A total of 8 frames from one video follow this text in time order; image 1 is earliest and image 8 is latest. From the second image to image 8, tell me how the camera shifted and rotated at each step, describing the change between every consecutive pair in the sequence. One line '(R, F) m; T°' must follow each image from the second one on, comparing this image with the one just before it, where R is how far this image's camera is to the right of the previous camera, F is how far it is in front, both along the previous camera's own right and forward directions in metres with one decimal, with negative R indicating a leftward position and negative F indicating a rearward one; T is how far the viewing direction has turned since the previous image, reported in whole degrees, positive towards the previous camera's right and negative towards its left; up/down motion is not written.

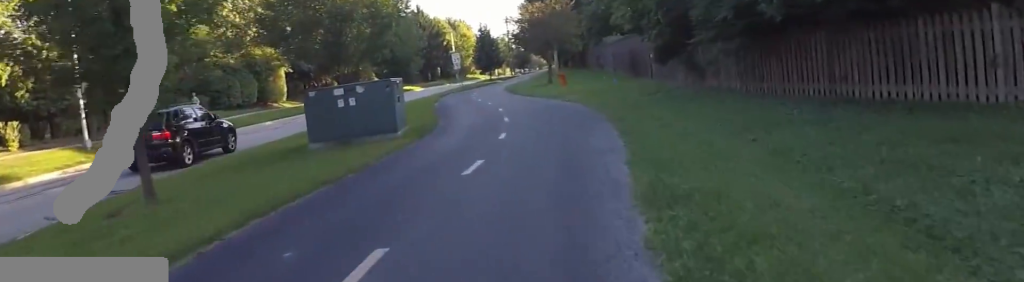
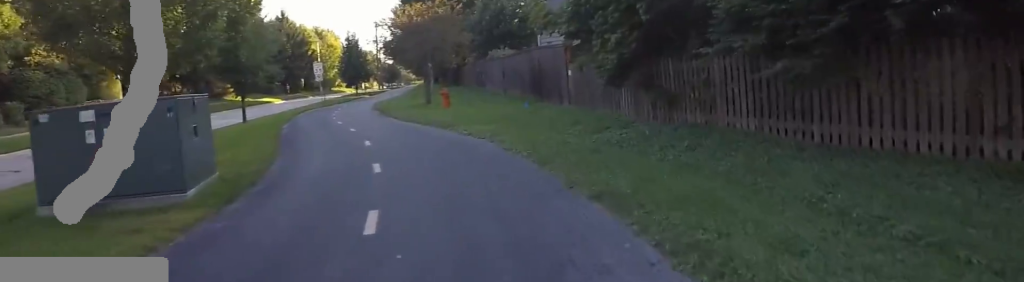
(+0.9, +5.6) m; +16°
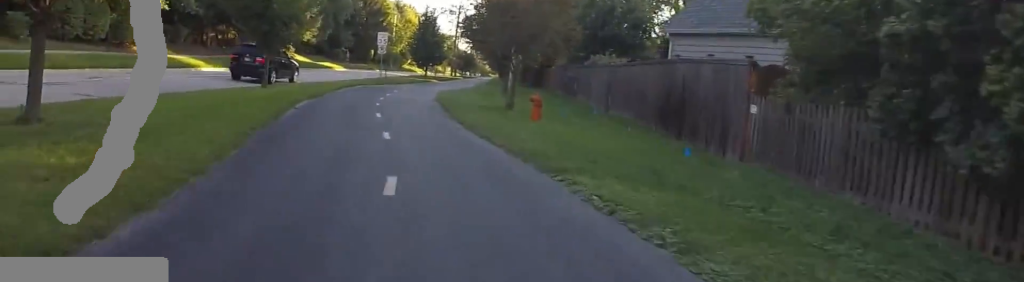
(+0.5, +6.4) m; -1°
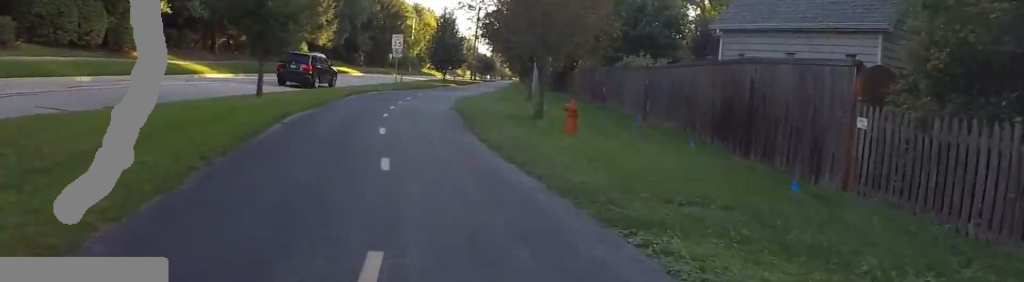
(-0.2, +2.6) m; -2°
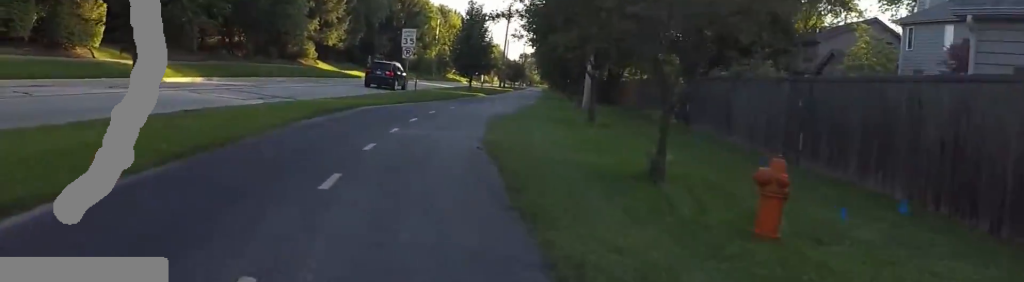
(-0.4, +8.4) m; -2°
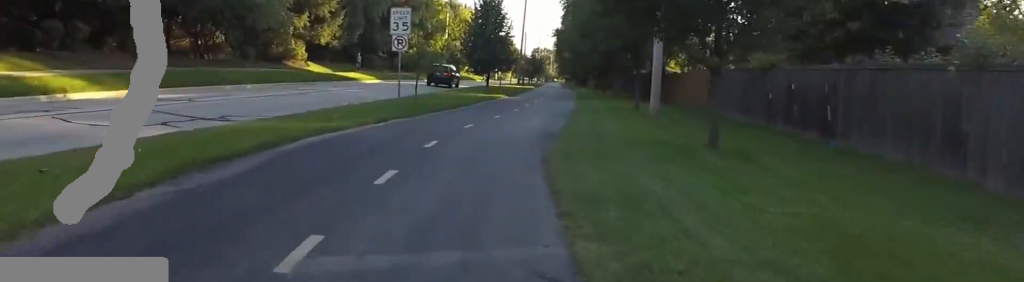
(0.0, +8.3) m; +2°
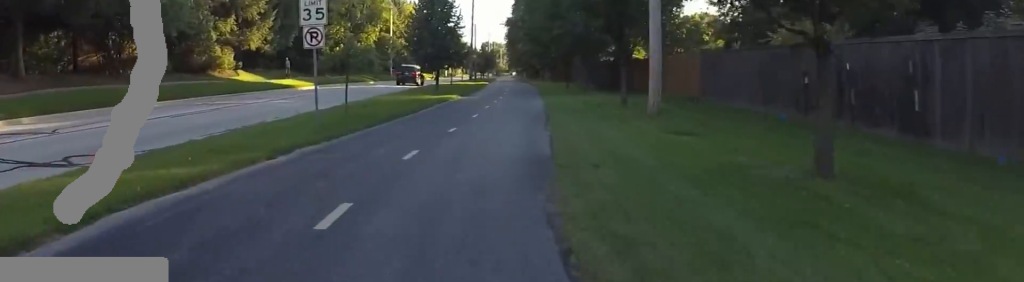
(-0.1, +4.6) m; +5°
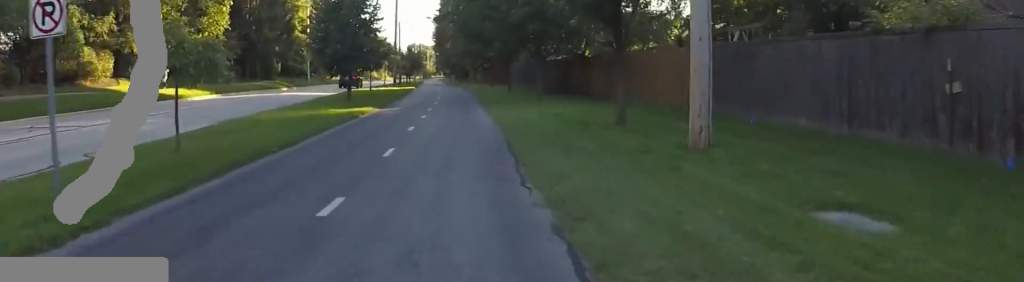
(+0.8, +6.3) m; +8°
